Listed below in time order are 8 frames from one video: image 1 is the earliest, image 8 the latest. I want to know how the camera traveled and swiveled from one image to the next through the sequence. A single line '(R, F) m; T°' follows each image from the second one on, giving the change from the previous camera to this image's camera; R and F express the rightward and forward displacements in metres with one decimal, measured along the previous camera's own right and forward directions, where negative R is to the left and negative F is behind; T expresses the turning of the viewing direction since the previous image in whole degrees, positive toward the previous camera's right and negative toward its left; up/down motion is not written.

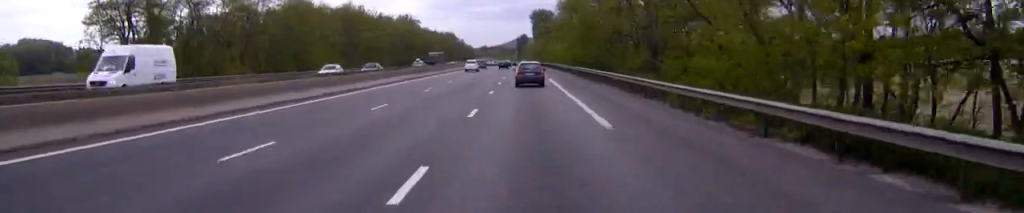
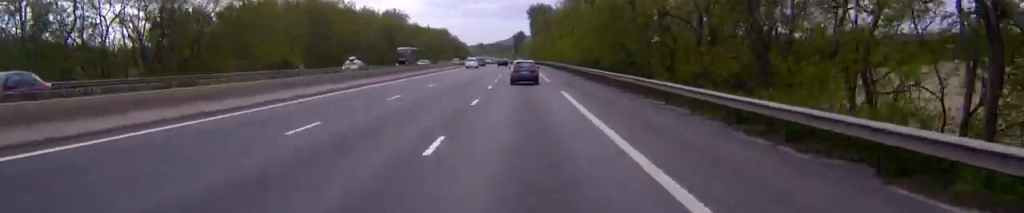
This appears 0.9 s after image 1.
(0.0, +21.7) m; 0°
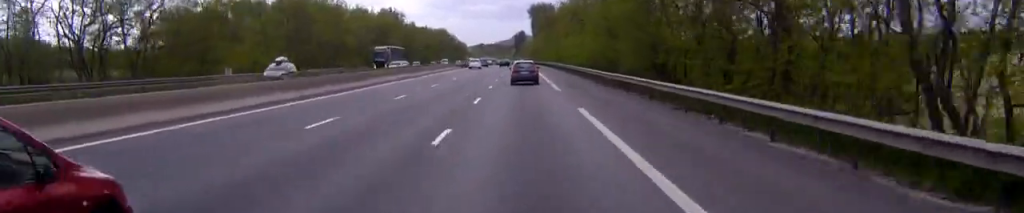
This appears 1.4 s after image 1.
(0.0, +11.2) m; 0°
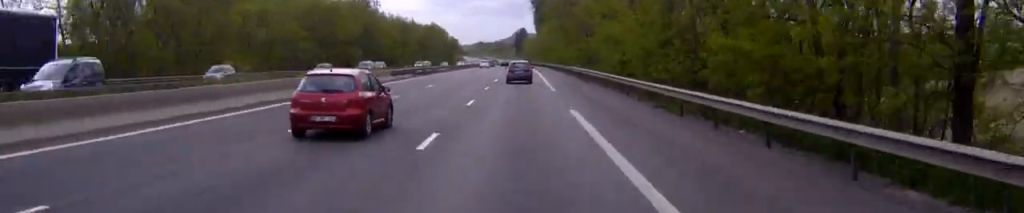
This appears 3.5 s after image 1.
(-0.1, +52.4) m; 0°
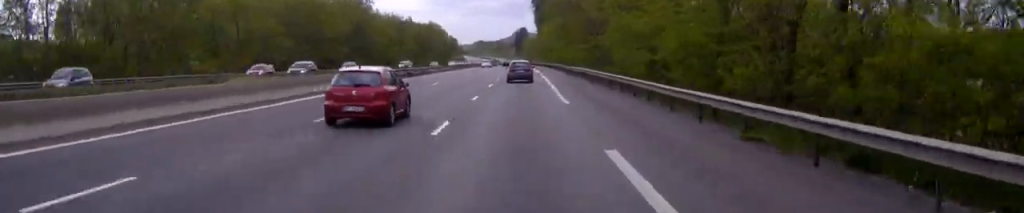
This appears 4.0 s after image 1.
(0.0, +10.6) m; 0°
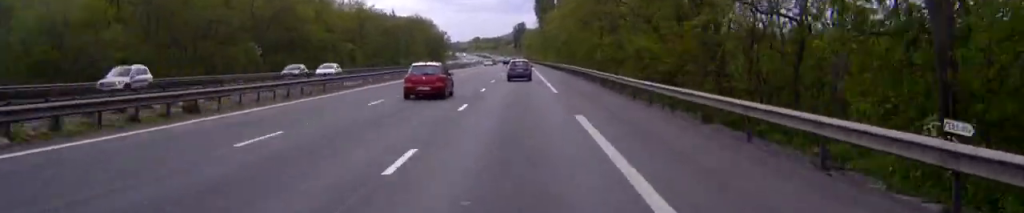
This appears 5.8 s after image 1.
(+0.2, +44.4) m; 0°
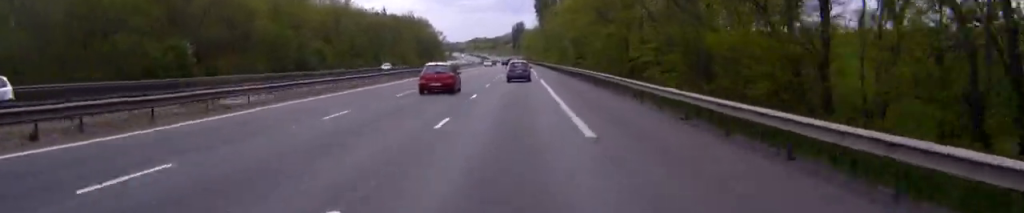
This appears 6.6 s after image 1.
(-0.1, +18.4) m; 0°
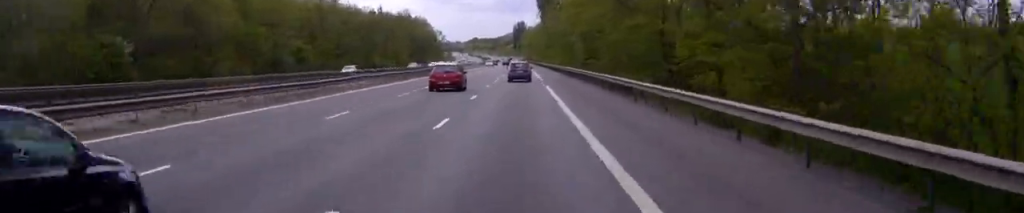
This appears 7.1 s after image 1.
(0.0, +12.9) m; 0°
